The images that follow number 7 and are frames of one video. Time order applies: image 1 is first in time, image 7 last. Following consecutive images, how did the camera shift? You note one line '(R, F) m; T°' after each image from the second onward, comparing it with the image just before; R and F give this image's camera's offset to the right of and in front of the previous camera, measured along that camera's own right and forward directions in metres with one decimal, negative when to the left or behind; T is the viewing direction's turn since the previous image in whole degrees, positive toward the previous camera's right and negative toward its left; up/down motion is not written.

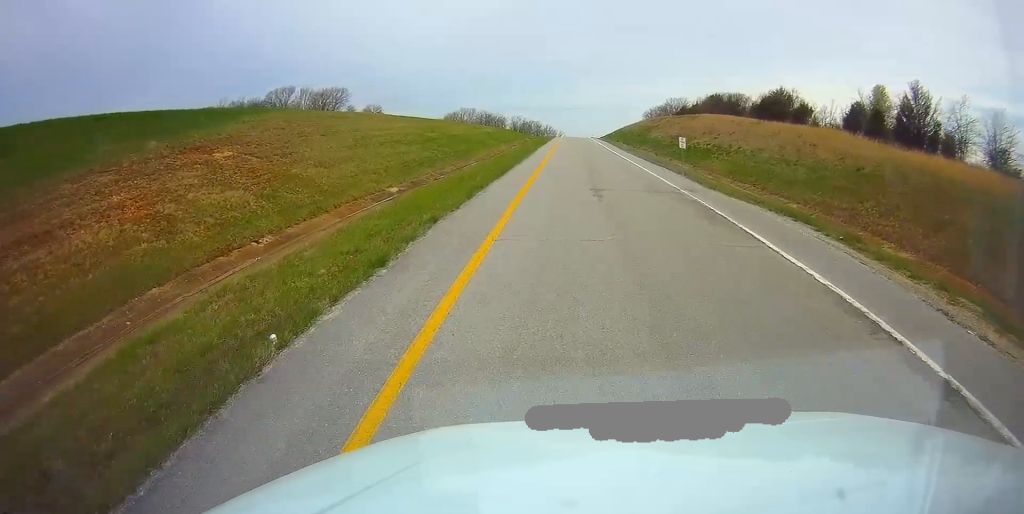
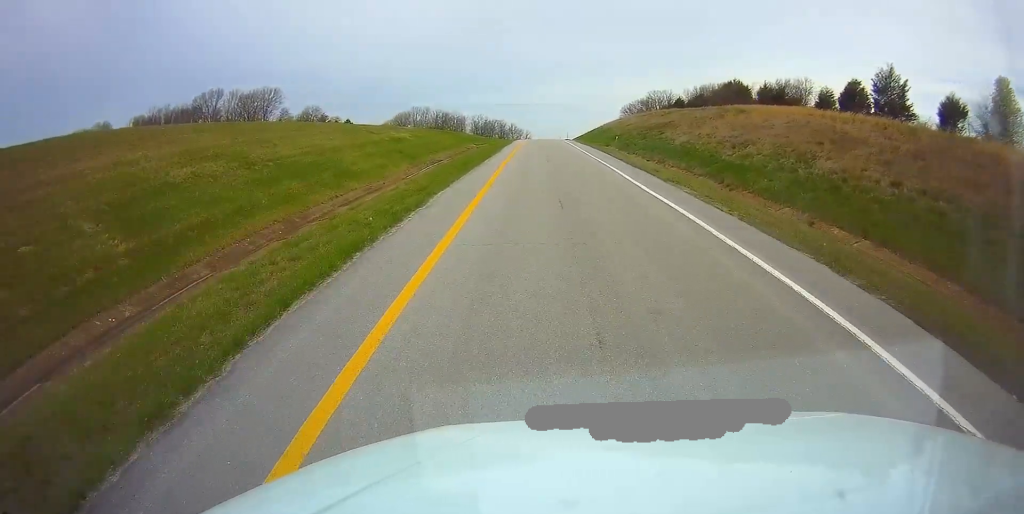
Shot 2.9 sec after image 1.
(+0.5, +37.3) m; +1°
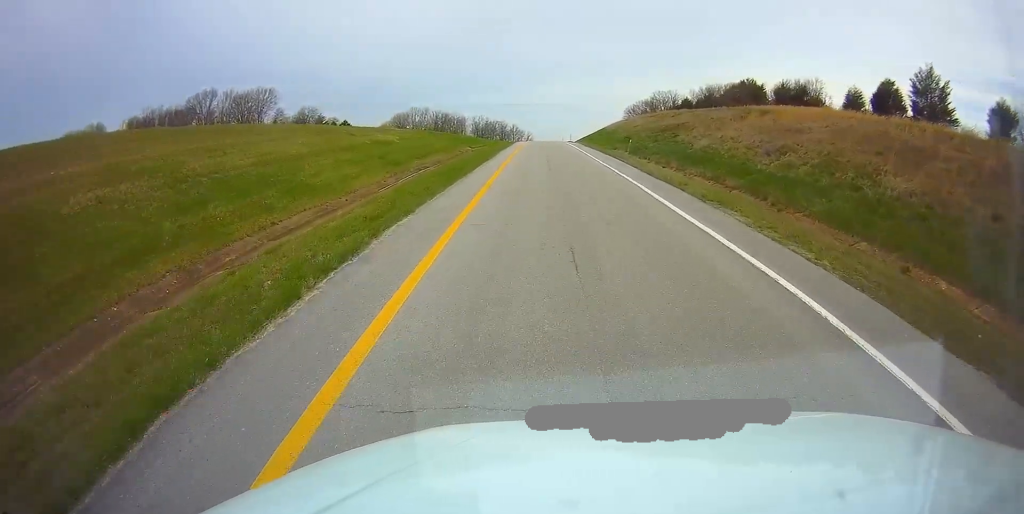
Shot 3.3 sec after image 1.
(-0.1, +6.2) m; 0°
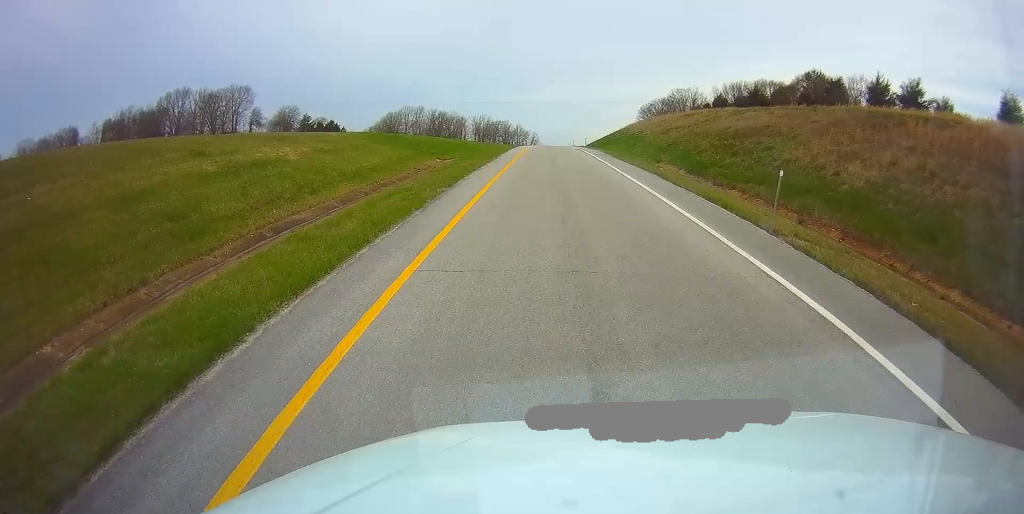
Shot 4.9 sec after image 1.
(-0.2, +24.0) m; 0°
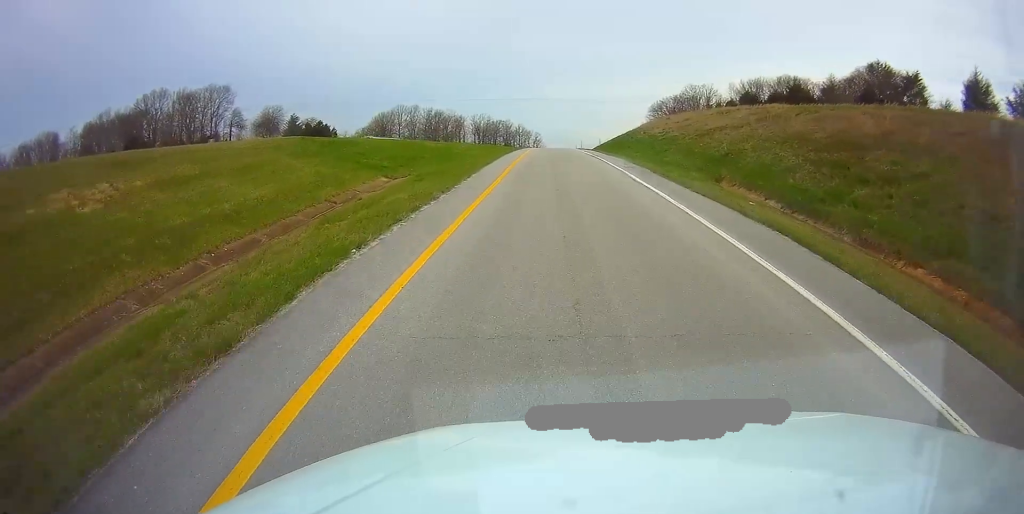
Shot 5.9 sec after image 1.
(+0.1, +16.0) m; 0°
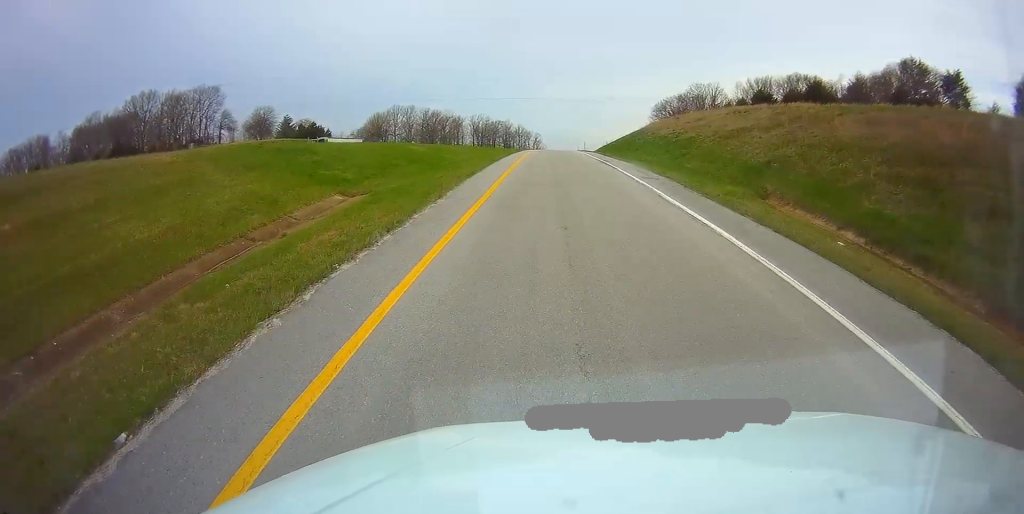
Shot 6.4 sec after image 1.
(-0.1, +6.8) m; 0°
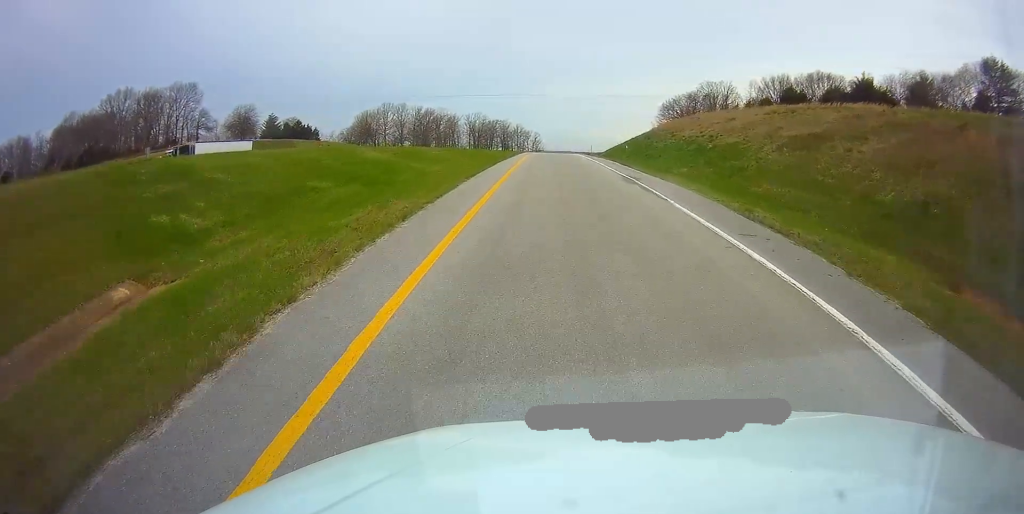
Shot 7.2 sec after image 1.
(0.0, +13.3) m; 0°
